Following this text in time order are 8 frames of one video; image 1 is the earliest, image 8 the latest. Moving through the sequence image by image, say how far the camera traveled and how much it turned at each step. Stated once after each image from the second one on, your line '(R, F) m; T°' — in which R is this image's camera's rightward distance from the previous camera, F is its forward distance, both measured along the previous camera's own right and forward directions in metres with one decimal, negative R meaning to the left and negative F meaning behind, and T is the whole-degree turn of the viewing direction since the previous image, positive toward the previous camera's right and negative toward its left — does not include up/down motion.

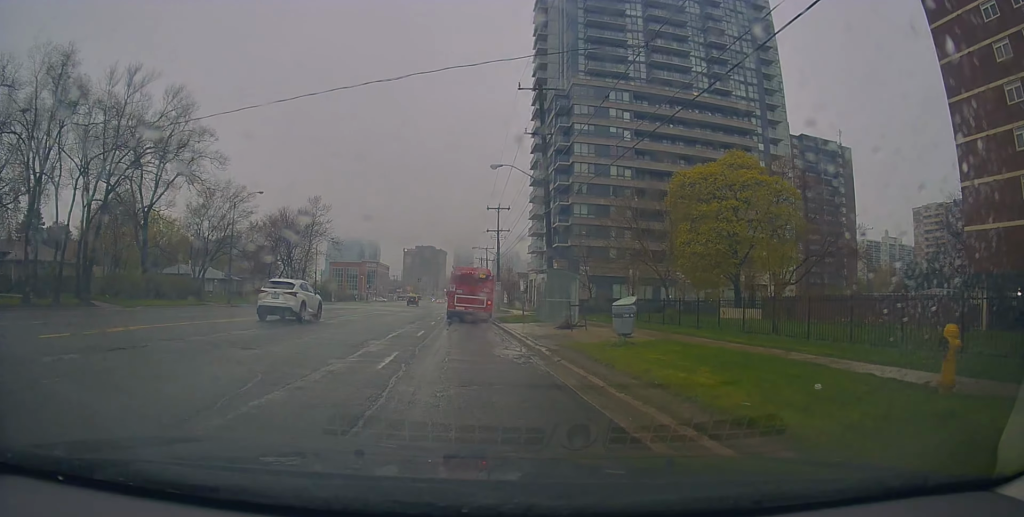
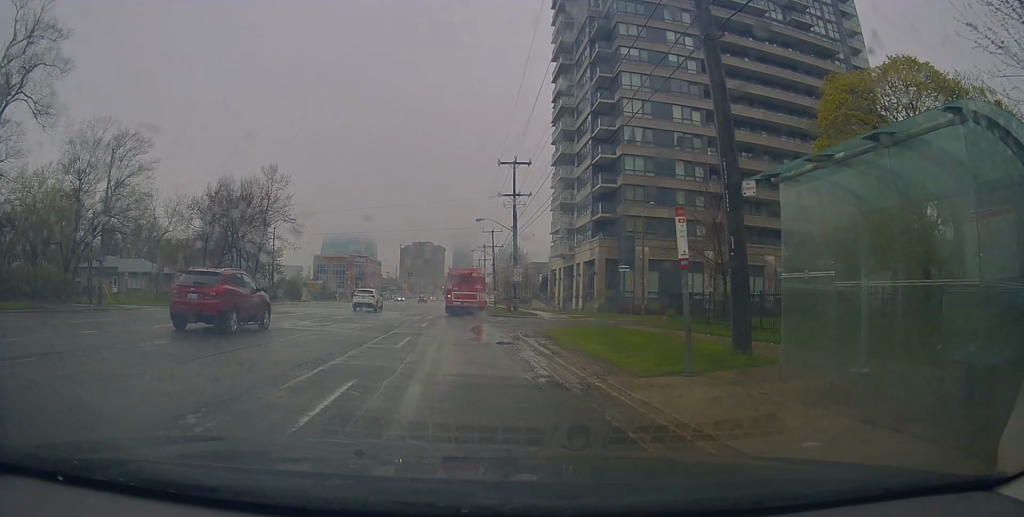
(+1.2, +22.2) m; +3°
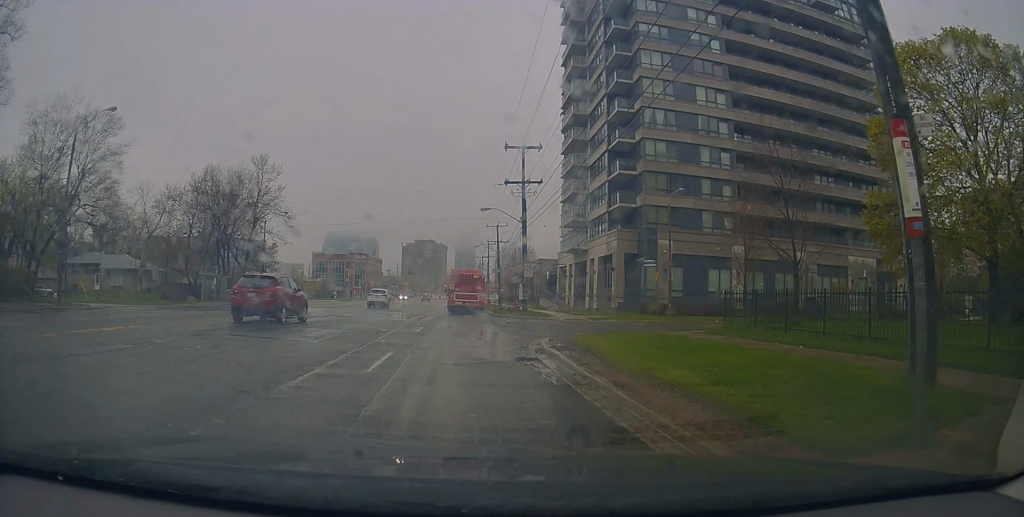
(+0.2, +4.6) m; +2°
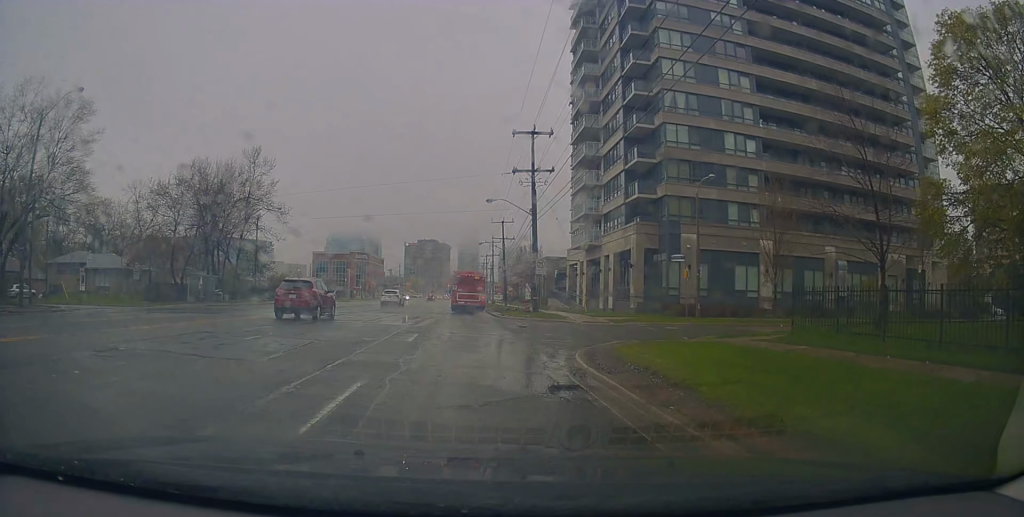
(0.0, +4.4) m; -2°
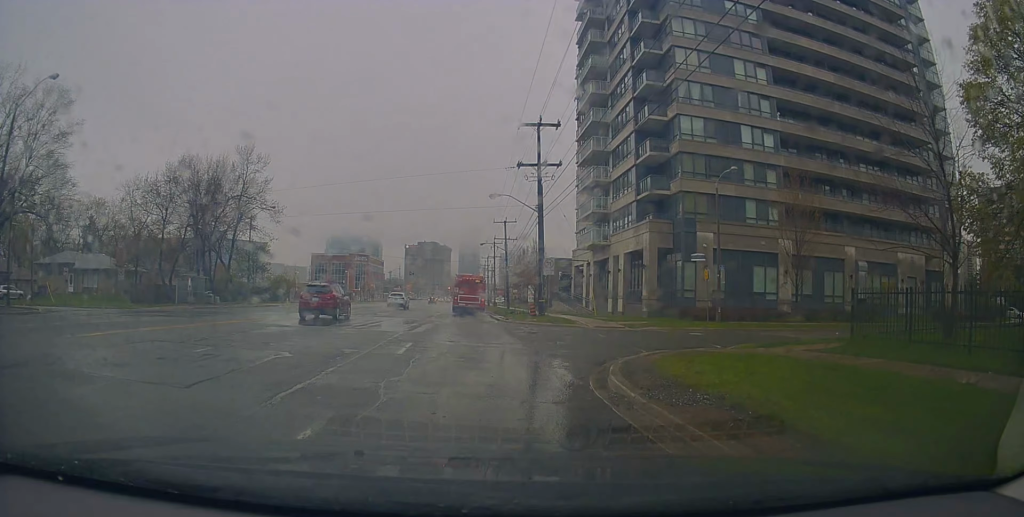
(0.0, +2.9) m; -1°
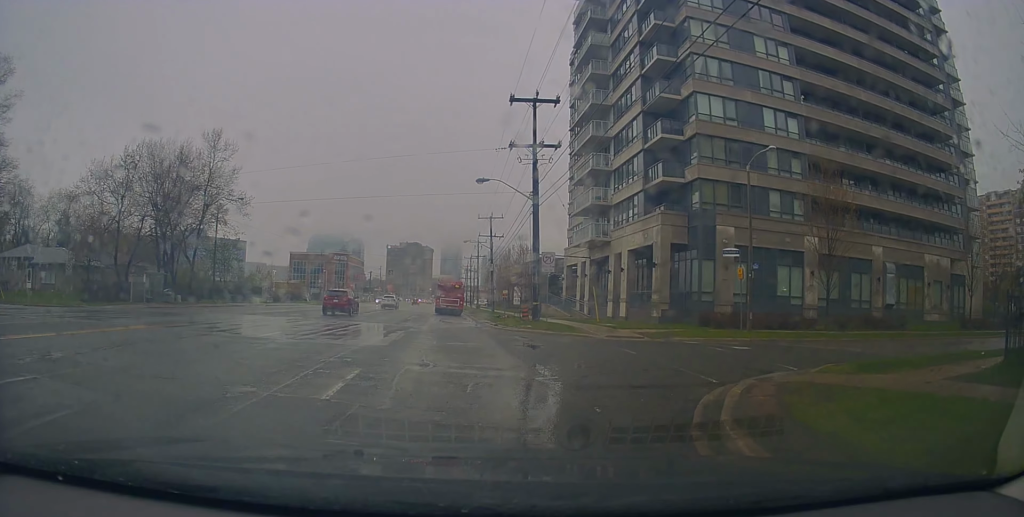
(0.0, +6.1) m; +7°
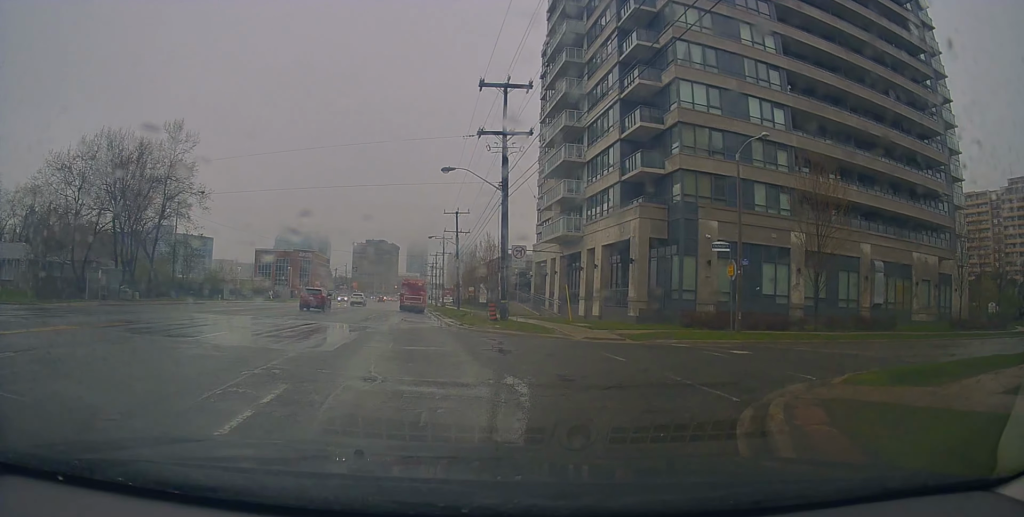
(+0.4, +2.2) m; +3°
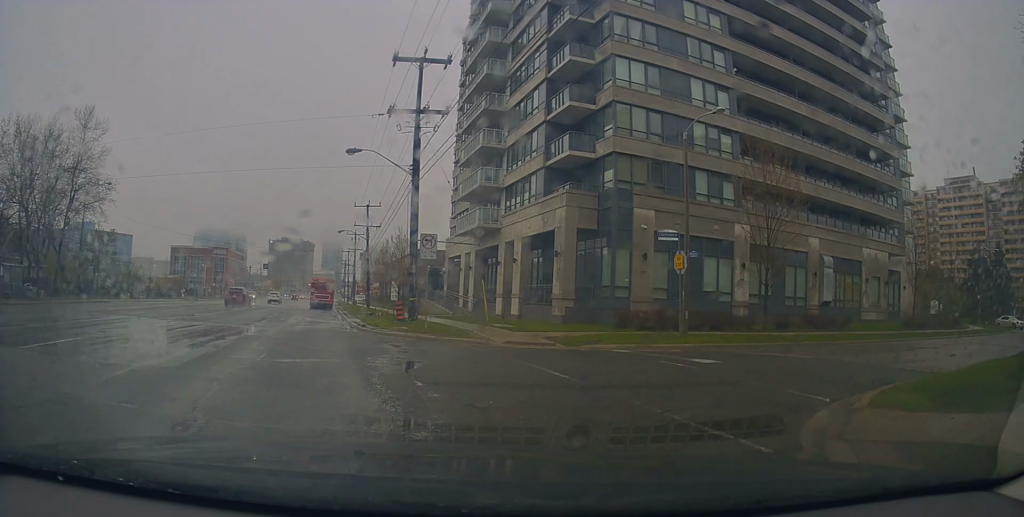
(0.0, +3.1) m; +6°
